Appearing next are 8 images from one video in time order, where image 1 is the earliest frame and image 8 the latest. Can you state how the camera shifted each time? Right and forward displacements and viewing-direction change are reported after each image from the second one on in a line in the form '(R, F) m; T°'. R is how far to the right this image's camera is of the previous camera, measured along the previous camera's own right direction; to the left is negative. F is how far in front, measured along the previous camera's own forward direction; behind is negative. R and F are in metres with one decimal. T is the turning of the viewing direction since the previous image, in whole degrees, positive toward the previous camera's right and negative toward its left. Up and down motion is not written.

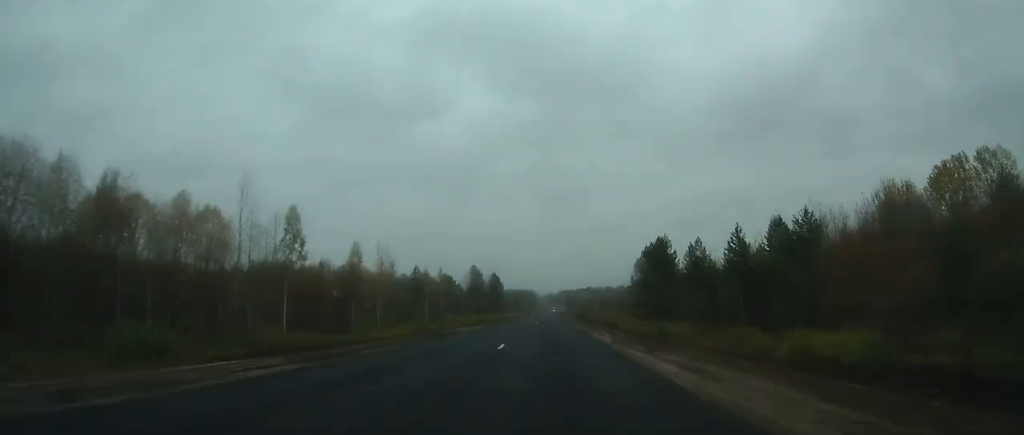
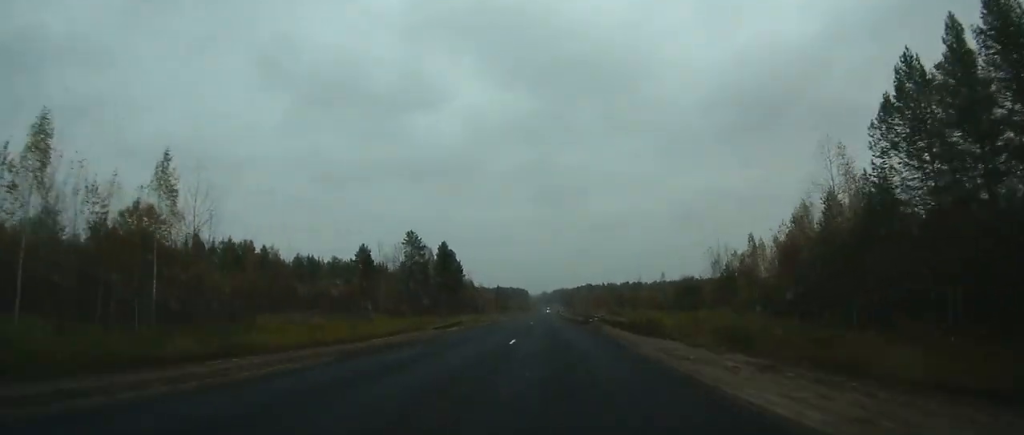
(+0.7, +98.6) m; +1°
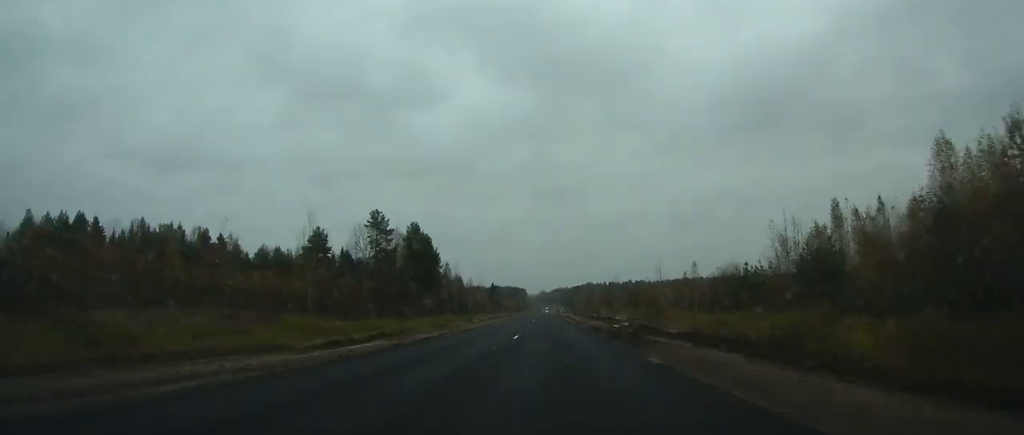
(0.0, +29.5) m; 0°
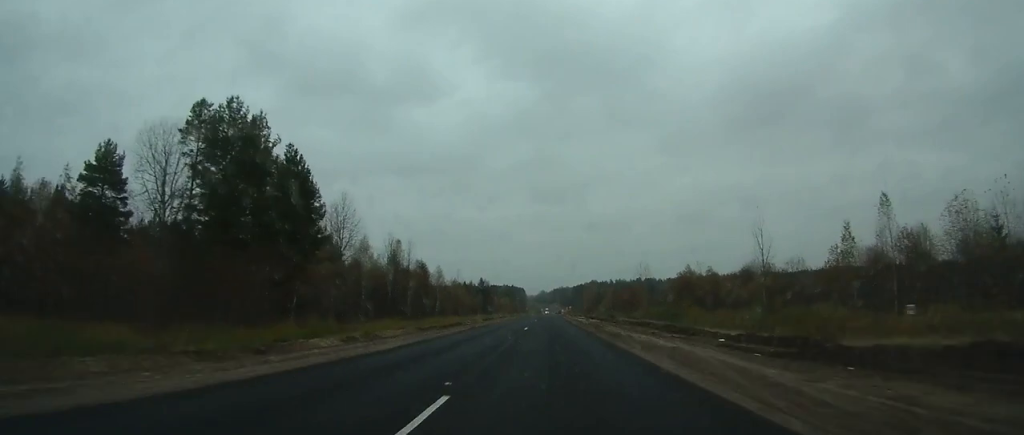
(+0.1, +62.8) m; 0°
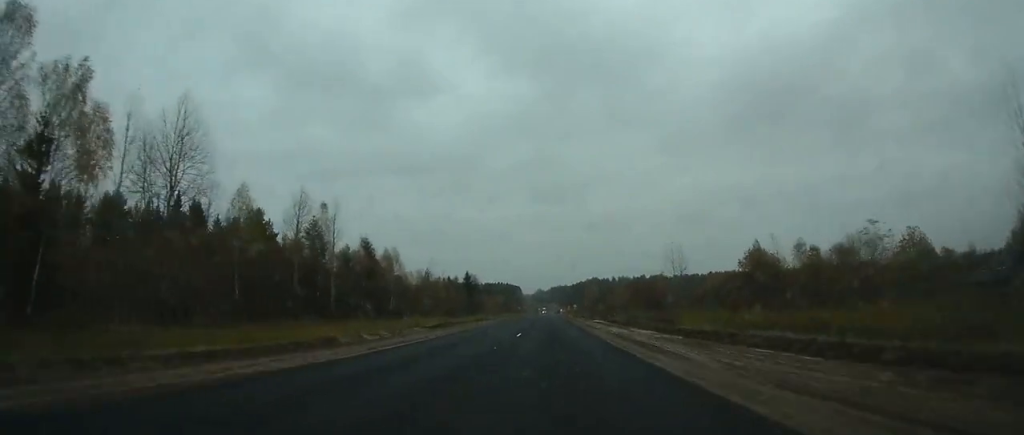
(+0.2, +41.4) m; 0°
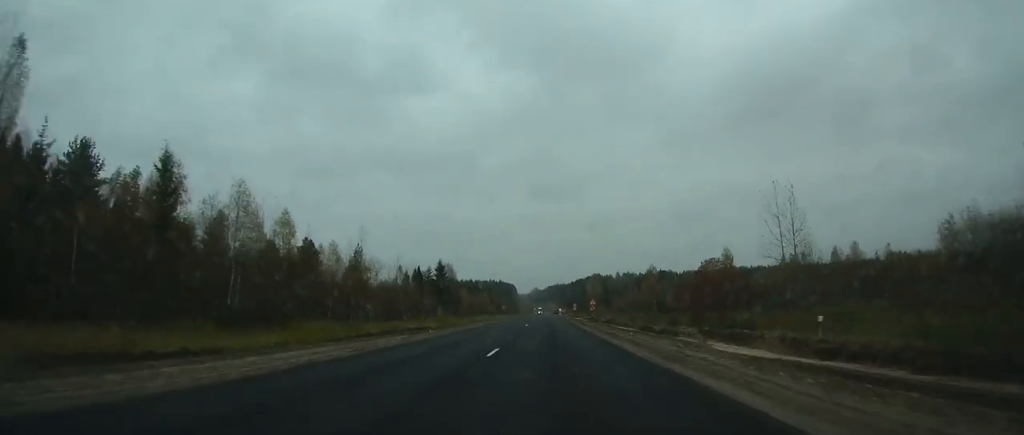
(+0.1, +51.5) m; 0°
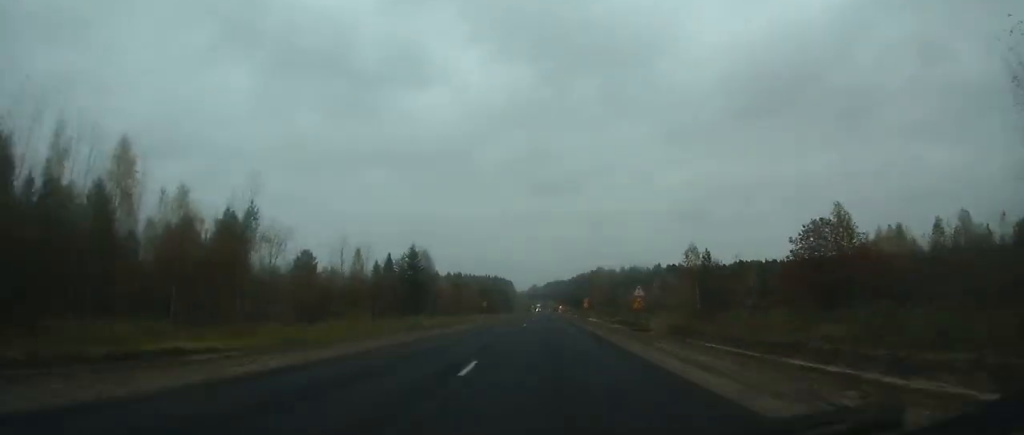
(0.0, +34.2) m; 0°
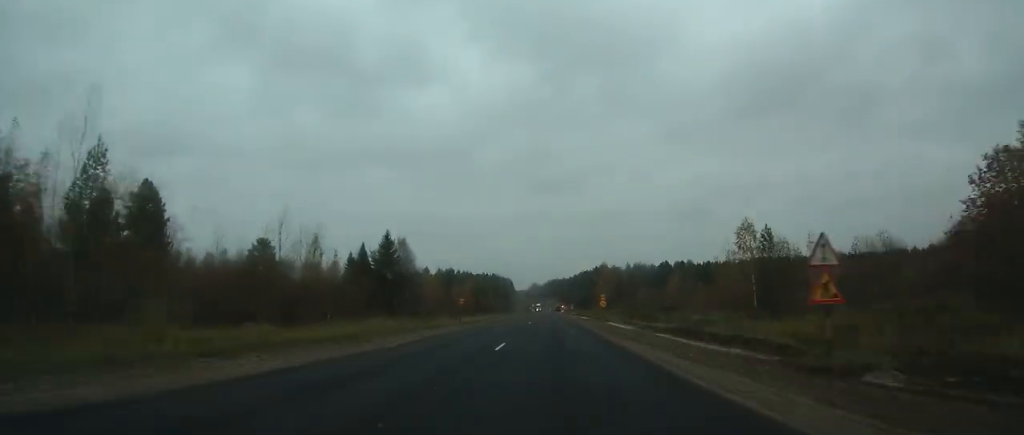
(0.0, +23.6) m; 0°
